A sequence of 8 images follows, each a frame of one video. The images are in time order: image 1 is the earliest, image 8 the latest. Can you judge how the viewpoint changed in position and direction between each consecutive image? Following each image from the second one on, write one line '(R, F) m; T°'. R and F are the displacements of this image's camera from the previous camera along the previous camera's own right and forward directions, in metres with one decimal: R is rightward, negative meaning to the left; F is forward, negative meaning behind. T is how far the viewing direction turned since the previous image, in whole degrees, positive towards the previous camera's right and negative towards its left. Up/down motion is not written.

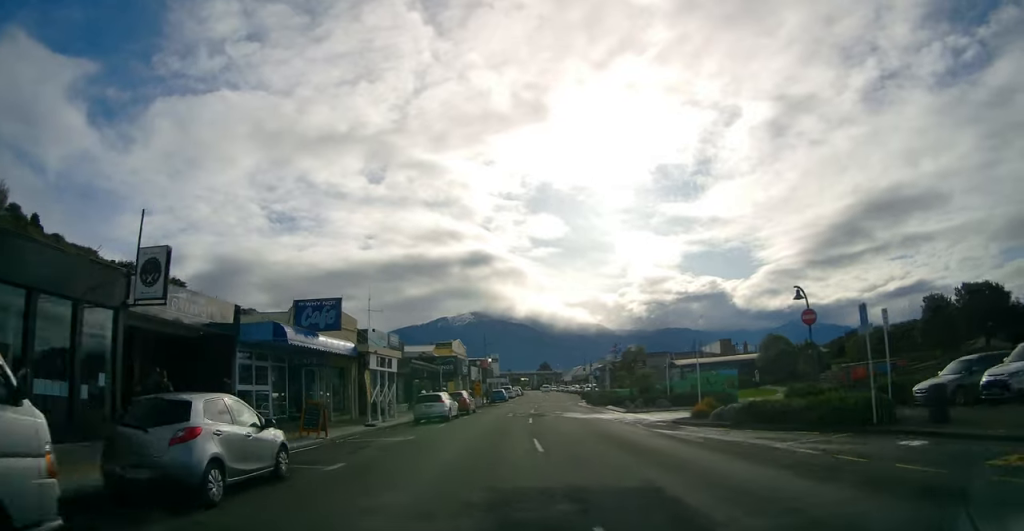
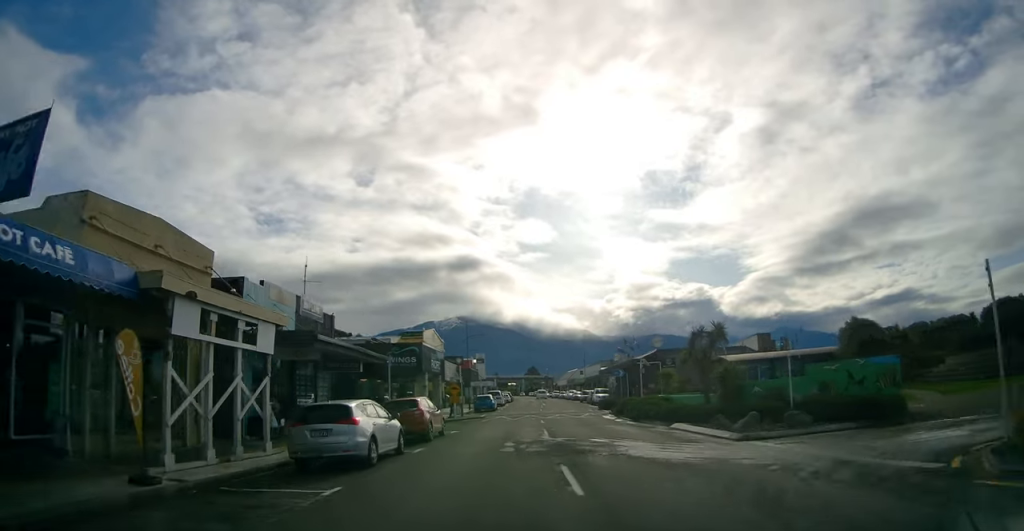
(-0.1, +15.7) m; -1°
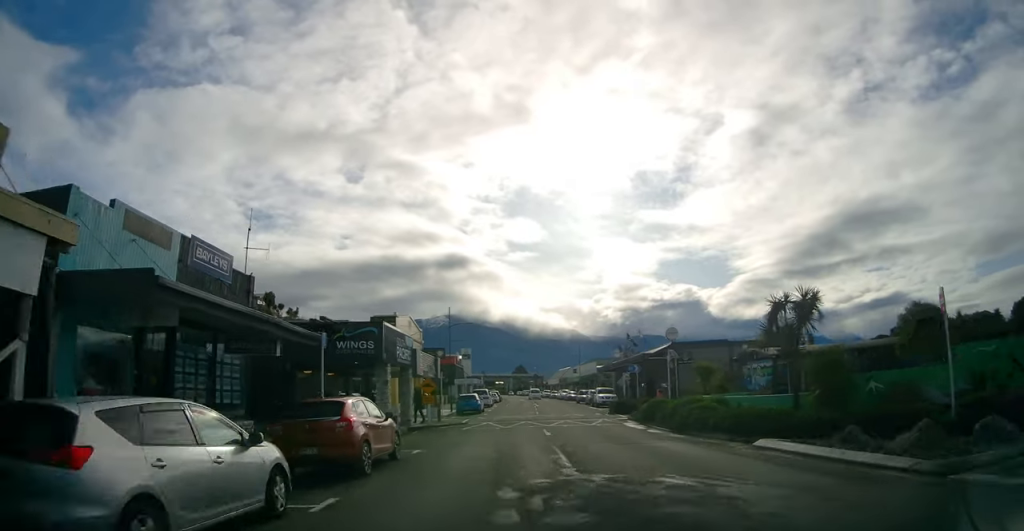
(0.0, +7.6) m; 0°
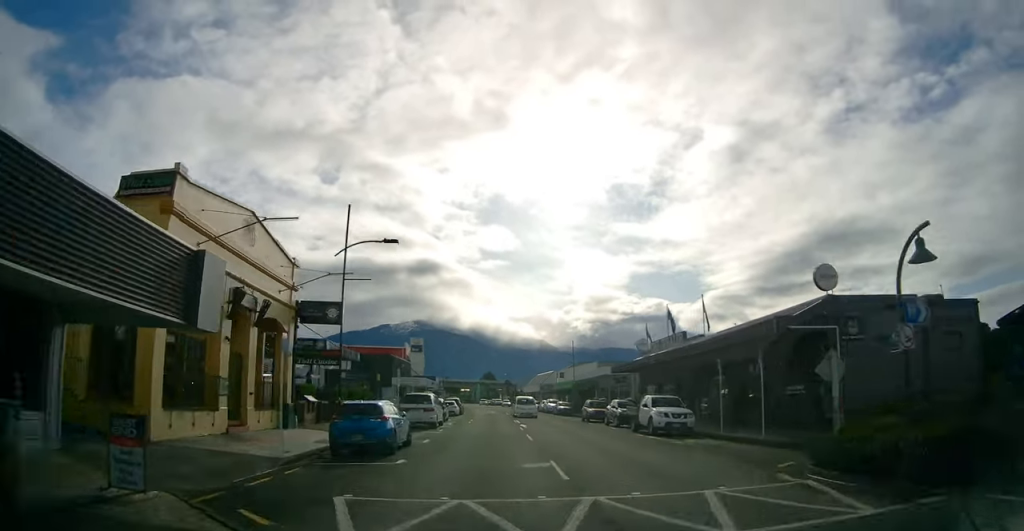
(+1.4, +25.0) m; +7°
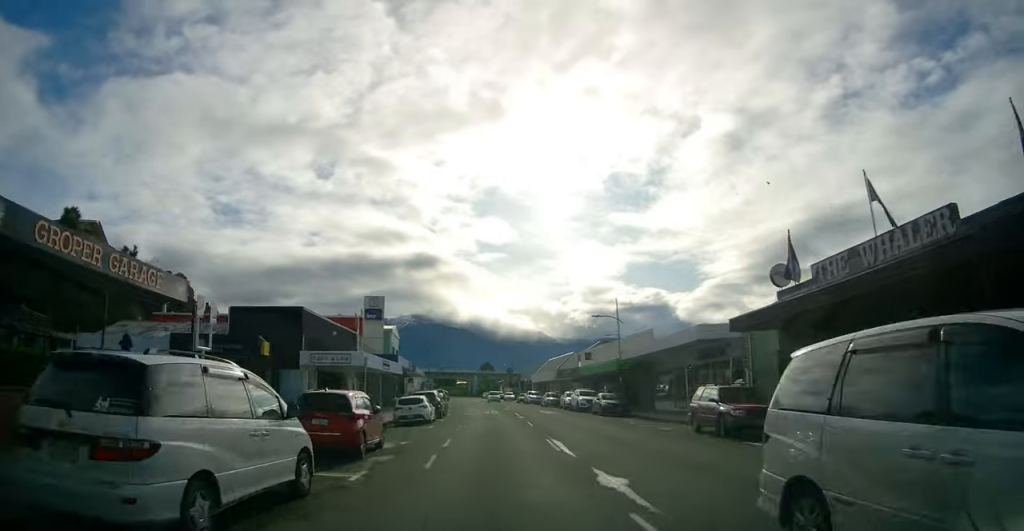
(+0.2, +24.7) m; +1°
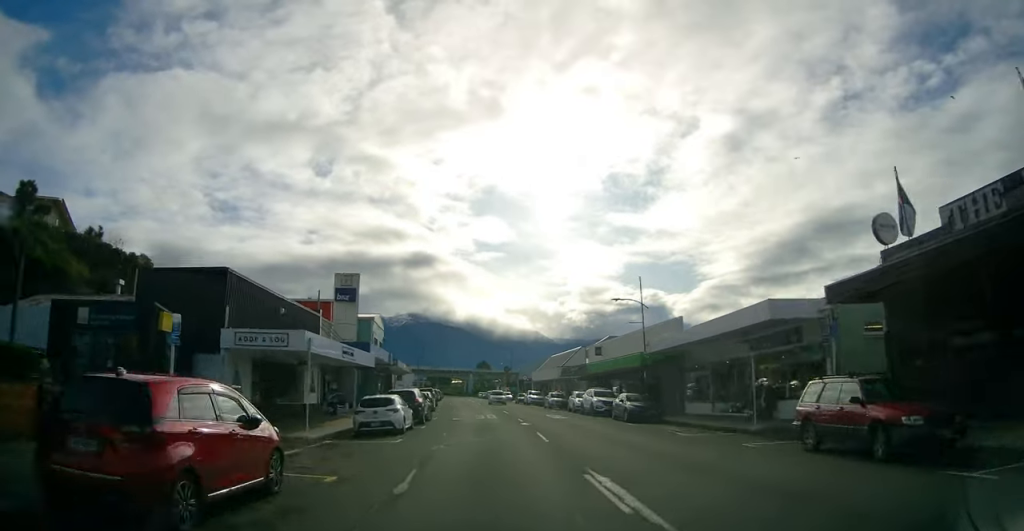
(0.0, +7.5) m; +1°
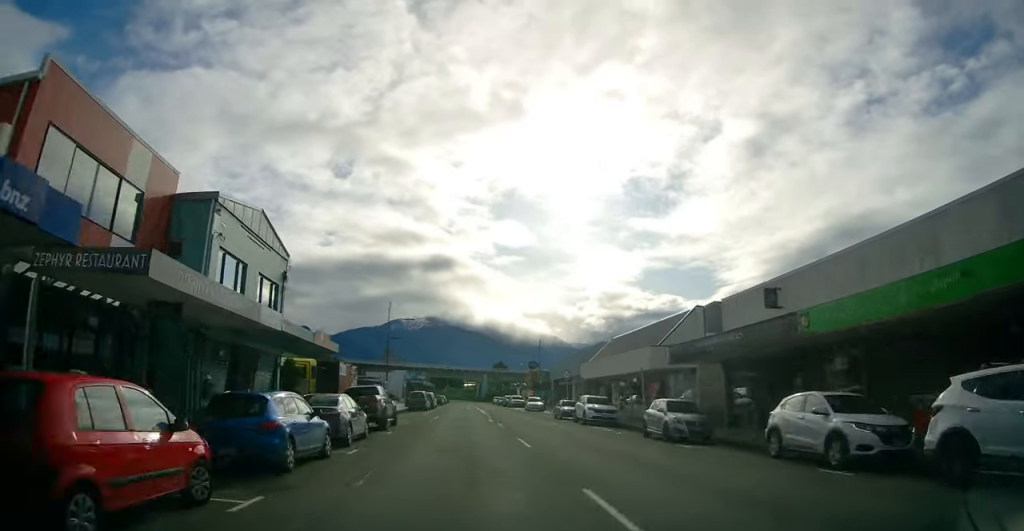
(-1.4, +30.9) m; -5°
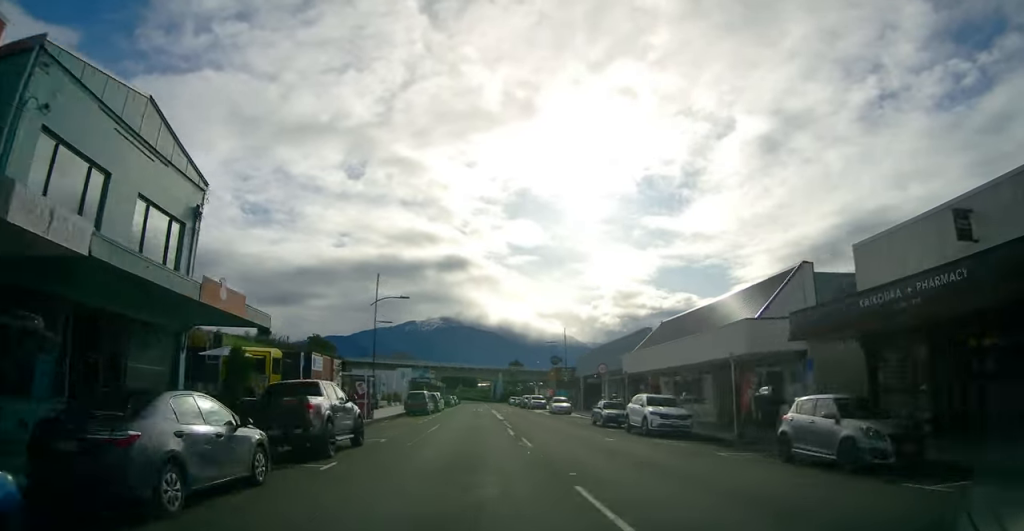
(0.0, +9.7) m; 0°
